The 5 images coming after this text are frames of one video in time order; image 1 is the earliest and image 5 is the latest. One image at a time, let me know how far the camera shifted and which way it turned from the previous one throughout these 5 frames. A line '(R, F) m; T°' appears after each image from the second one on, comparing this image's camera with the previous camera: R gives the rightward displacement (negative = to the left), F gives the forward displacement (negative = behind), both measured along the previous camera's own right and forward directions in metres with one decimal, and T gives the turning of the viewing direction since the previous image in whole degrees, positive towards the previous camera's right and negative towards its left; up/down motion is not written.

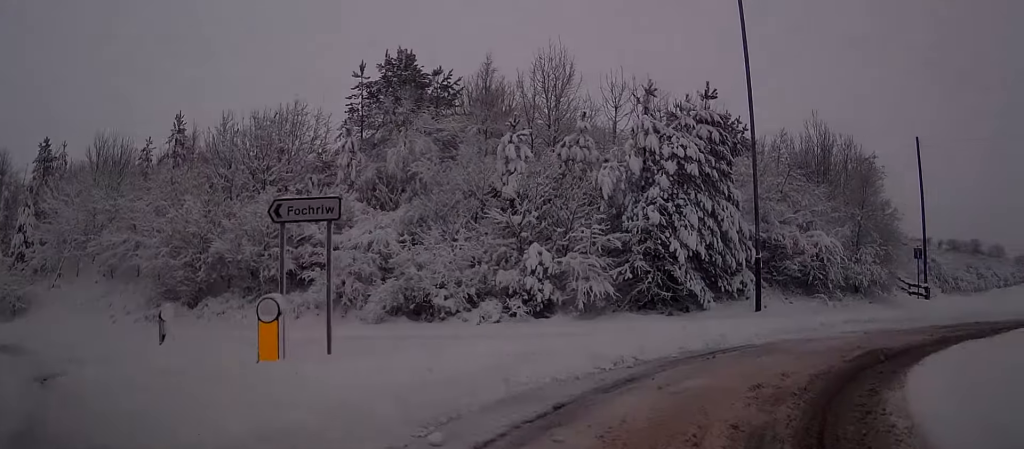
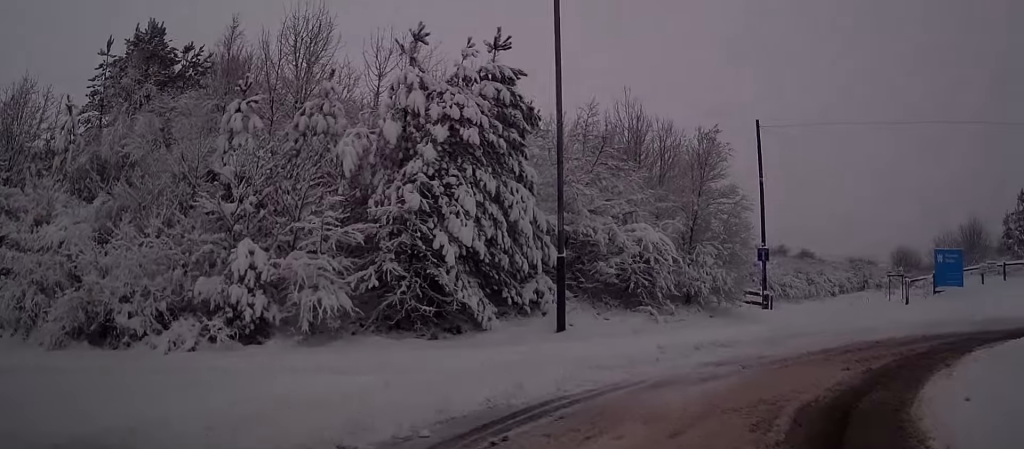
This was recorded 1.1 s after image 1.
(+0.9, +5.7) m; +18°
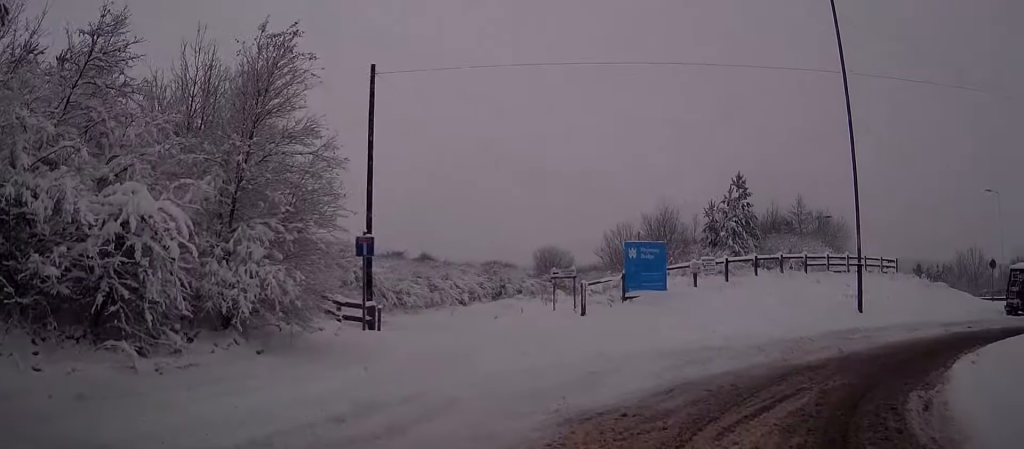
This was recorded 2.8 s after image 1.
(+2.2, +8.7) m; +26°
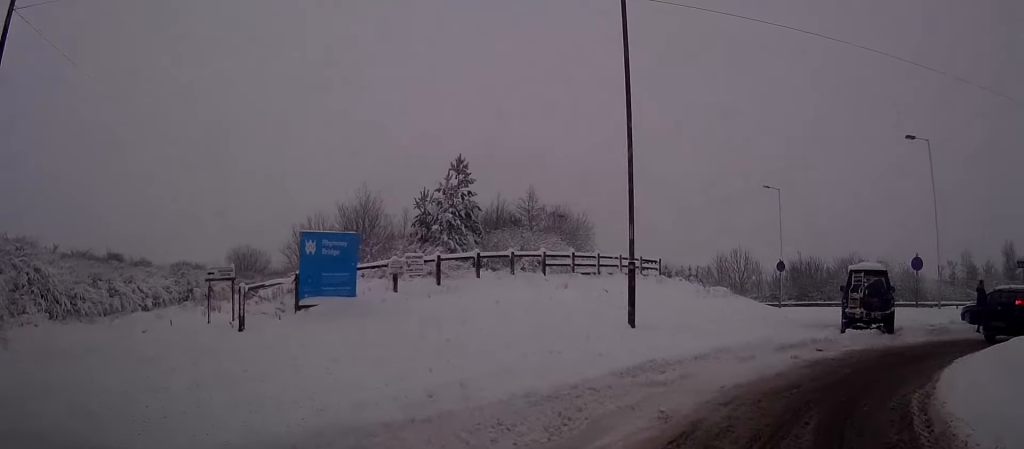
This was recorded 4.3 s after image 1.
(+1.1, +6.7) m; +21°
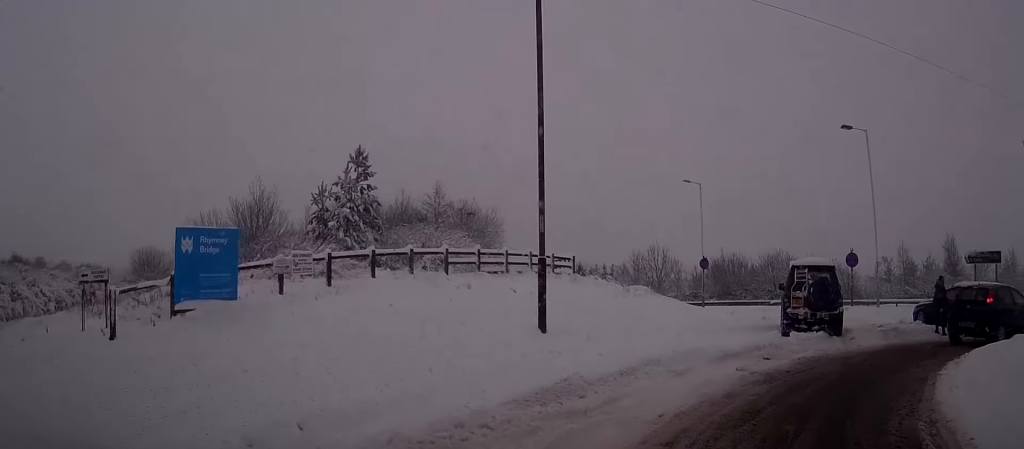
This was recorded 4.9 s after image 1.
(+0.2, +2.1) m; +6°
